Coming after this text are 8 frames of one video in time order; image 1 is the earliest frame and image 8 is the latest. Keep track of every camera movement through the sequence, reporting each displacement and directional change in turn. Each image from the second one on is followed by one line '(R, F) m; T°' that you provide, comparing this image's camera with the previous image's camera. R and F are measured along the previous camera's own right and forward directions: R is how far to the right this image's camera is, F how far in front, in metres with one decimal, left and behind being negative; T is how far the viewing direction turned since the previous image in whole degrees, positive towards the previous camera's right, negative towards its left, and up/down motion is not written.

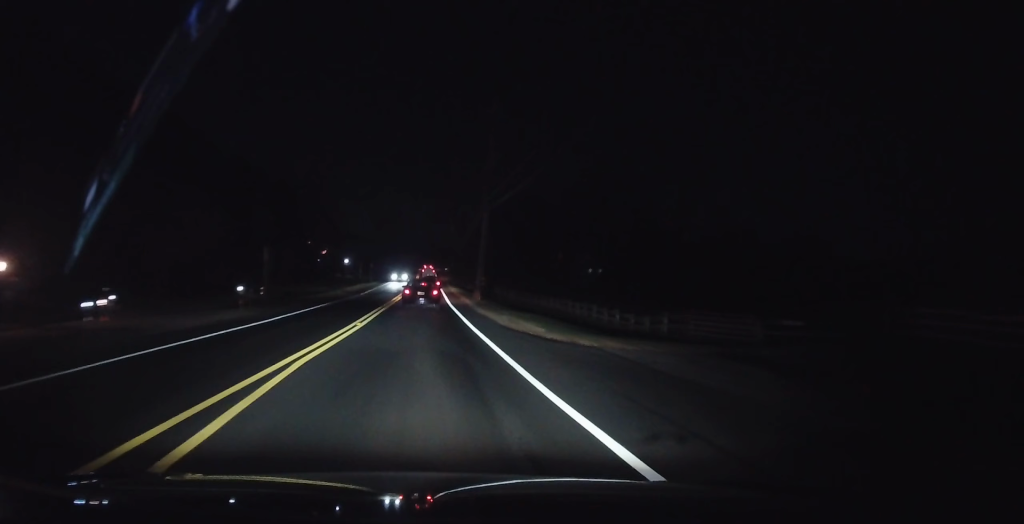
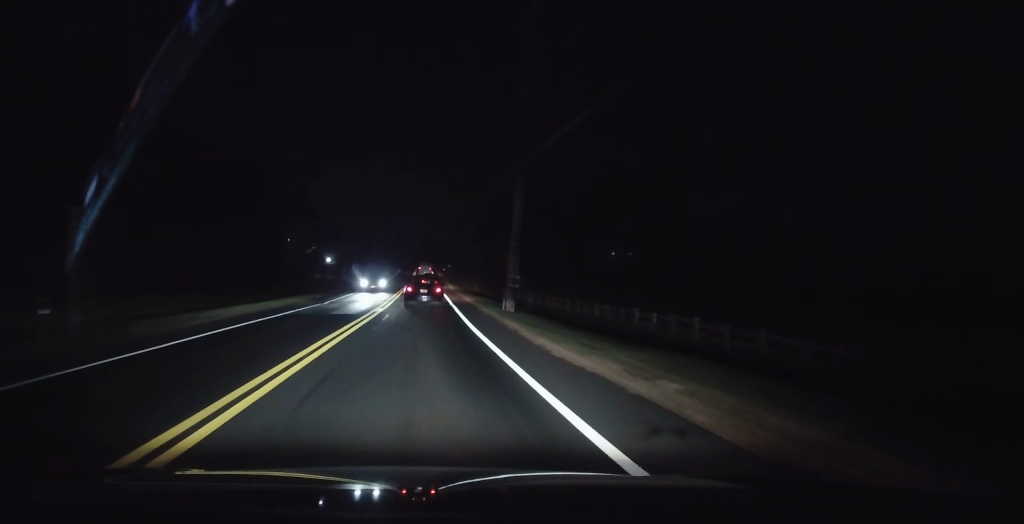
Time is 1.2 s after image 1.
(-0.1, +17.9) m; -1°
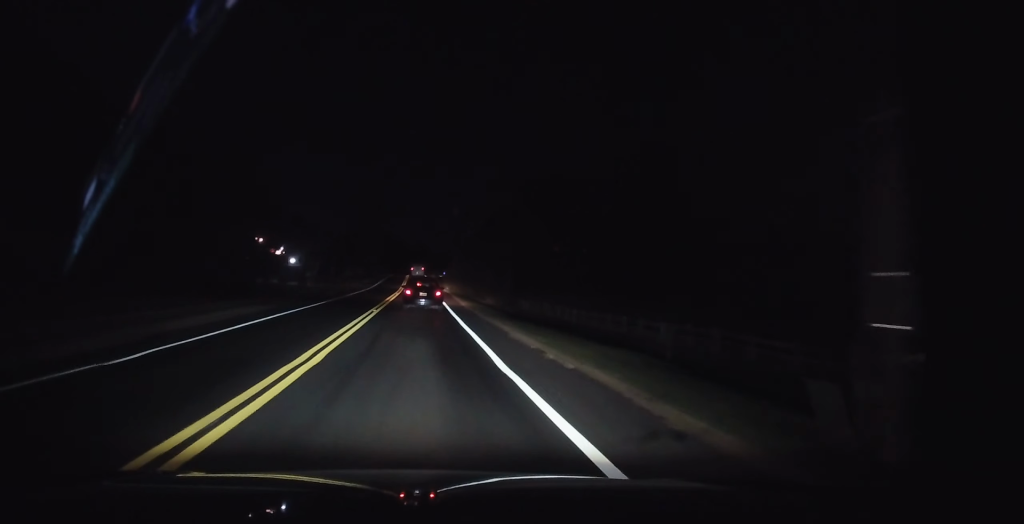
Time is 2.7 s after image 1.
(-0.1, +23.3) m; 0°
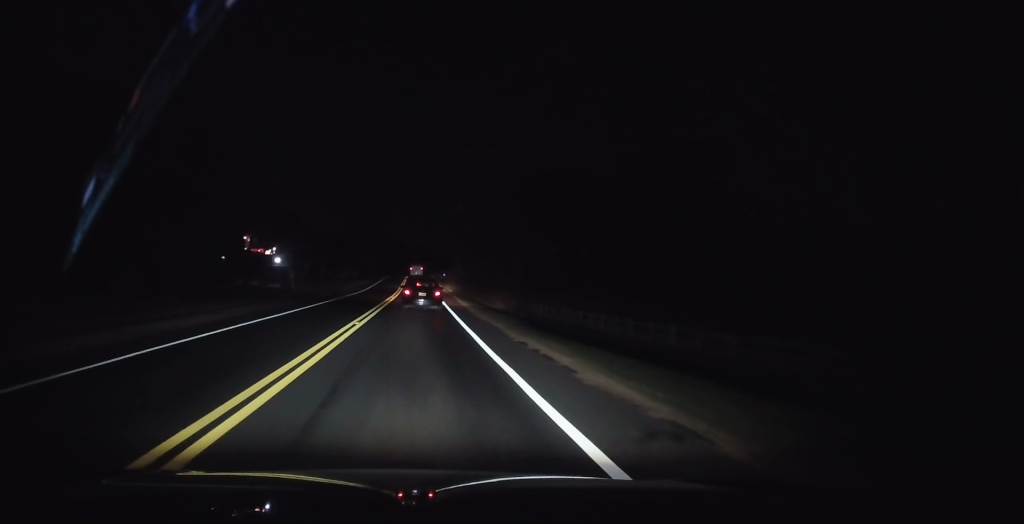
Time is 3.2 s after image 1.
(0.0, +7.7) m; 0°
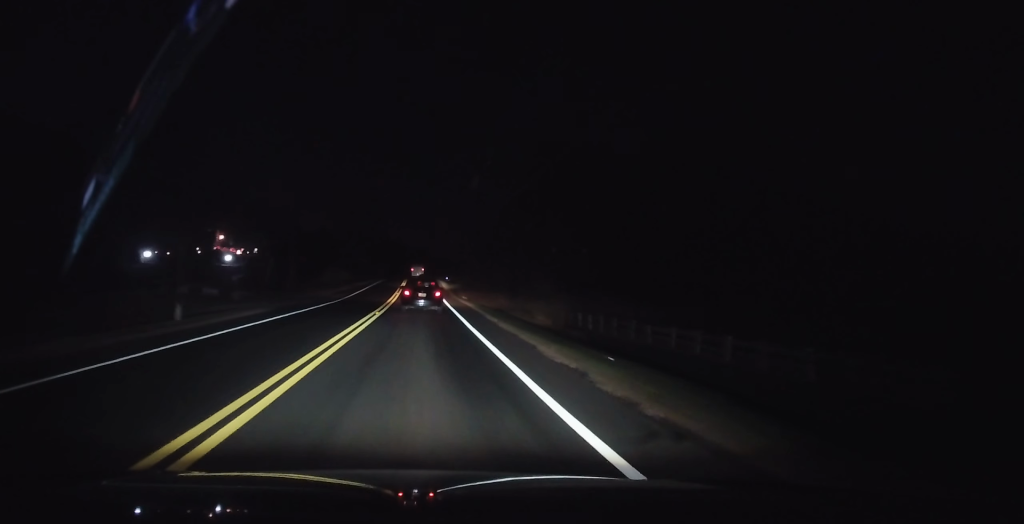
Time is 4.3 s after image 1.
(+0.1, +17.8) m; +1°
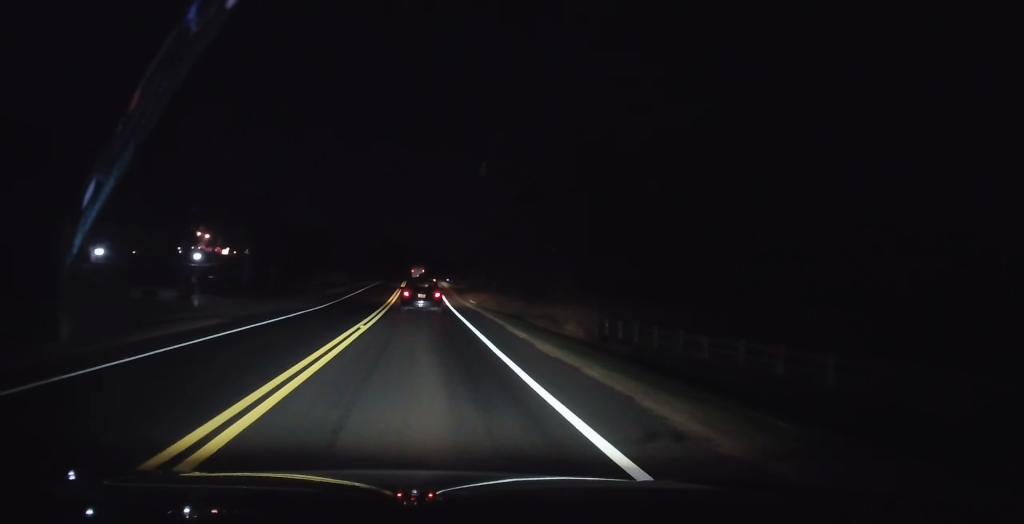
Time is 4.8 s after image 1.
(0.0, +6.9) m; 0°
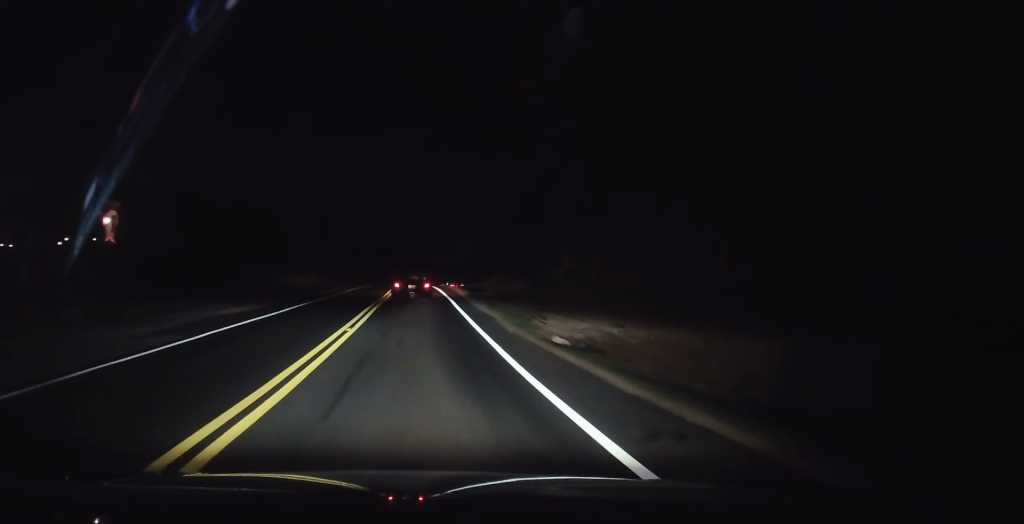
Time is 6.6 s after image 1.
(+0.2, +26.4) m; -1°
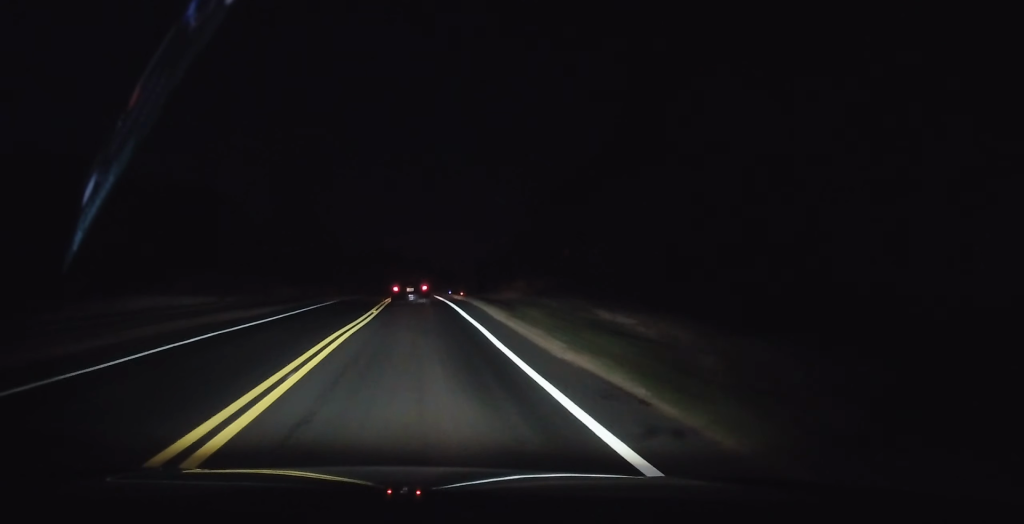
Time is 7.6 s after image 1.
(-0.4, +14.0) m; 0°
